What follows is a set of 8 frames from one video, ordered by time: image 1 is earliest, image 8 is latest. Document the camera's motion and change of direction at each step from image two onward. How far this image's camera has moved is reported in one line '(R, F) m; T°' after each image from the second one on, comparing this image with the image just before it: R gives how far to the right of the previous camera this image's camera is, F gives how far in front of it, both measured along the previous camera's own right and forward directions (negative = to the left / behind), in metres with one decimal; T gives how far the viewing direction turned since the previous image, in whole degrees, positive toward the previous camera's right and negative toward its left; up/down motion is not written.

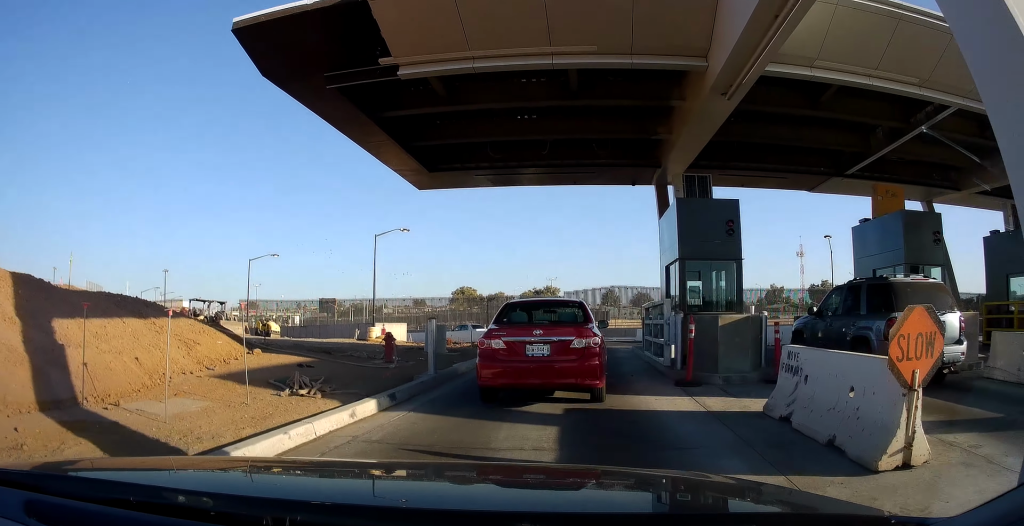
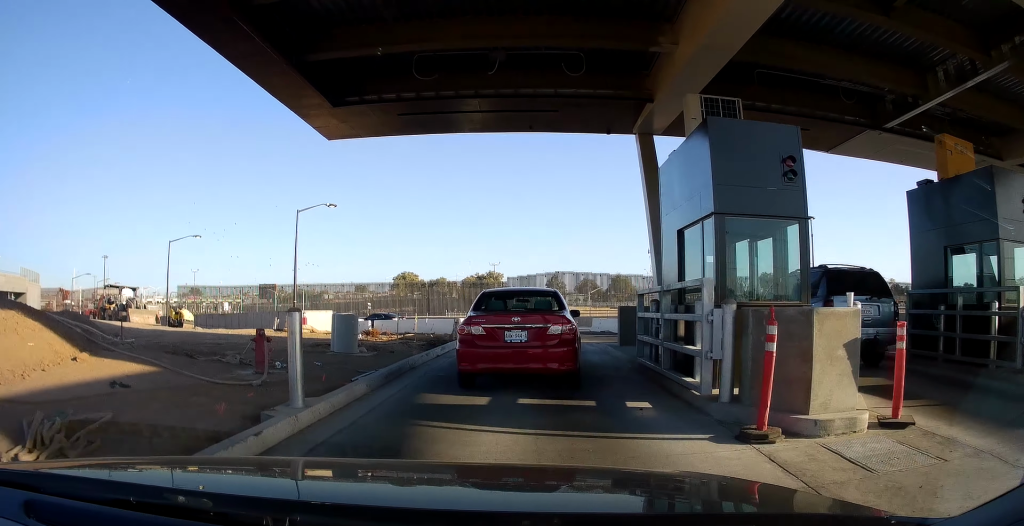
(+0.5, +4.7) m; +6°
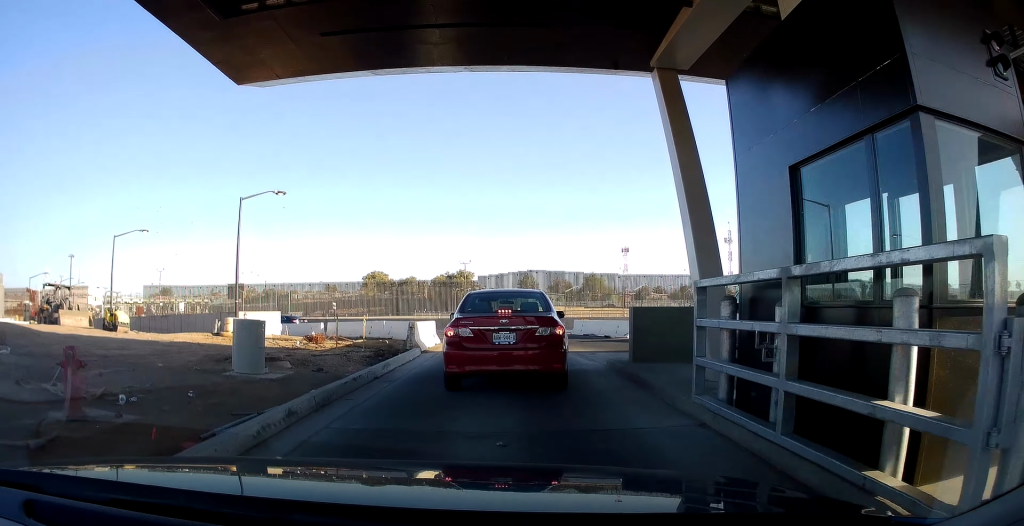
(0.0, +4.0) m; 0°
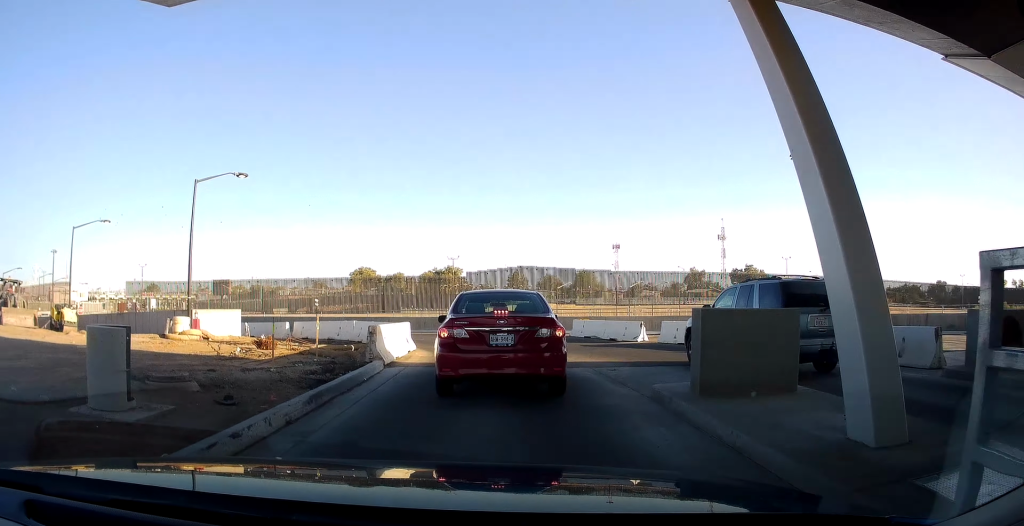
(0.0, +3.4) m; 0°
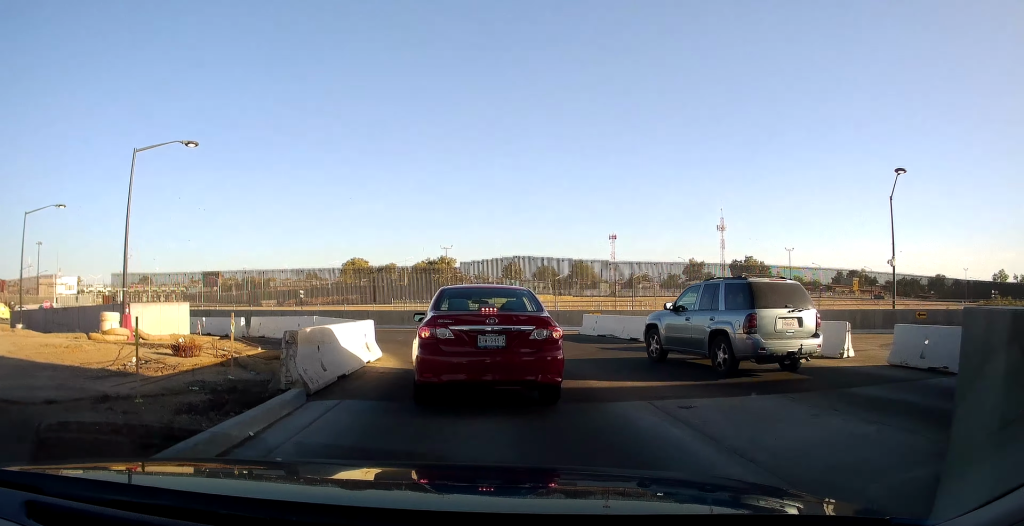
(0.0, +4.4) m; 0°
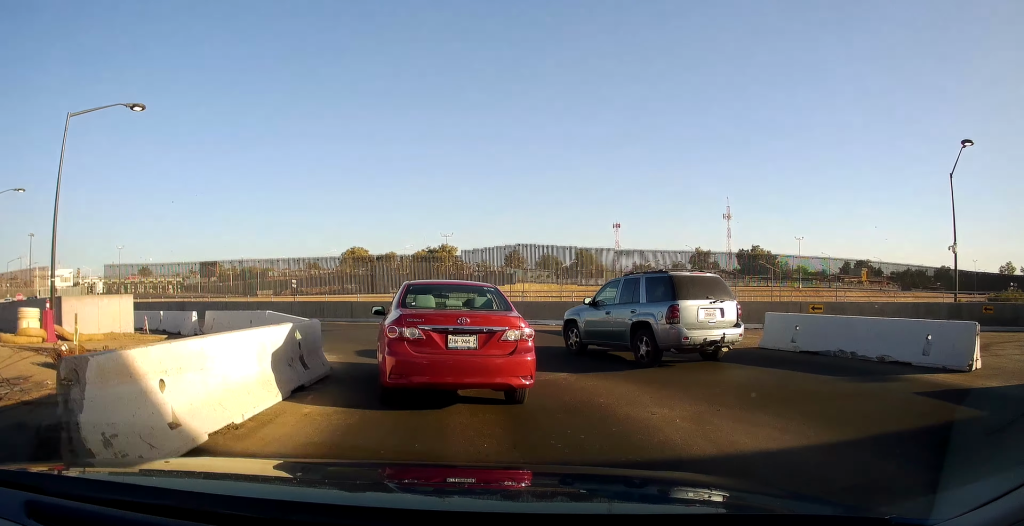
(0.0, +4.3) m; 0°
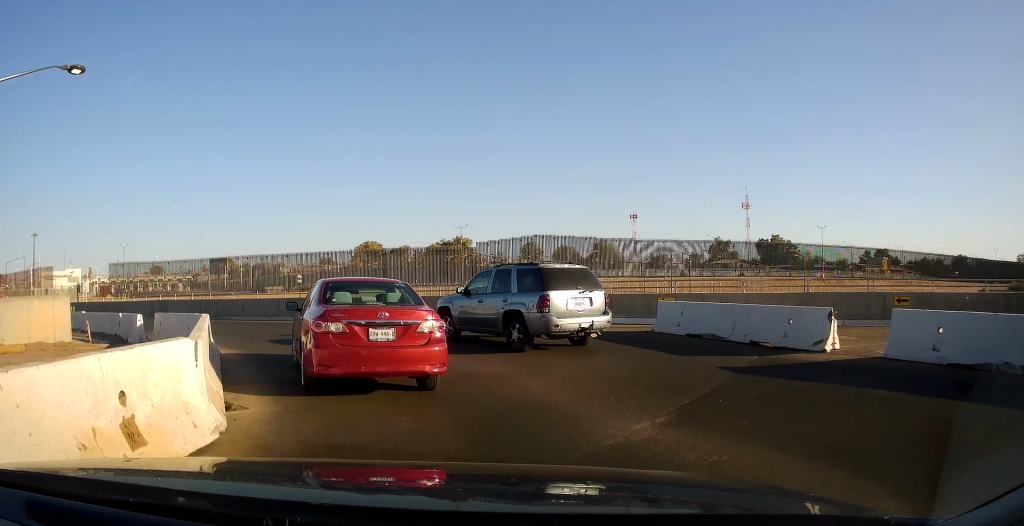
(0.0, +4.8) m; 0°
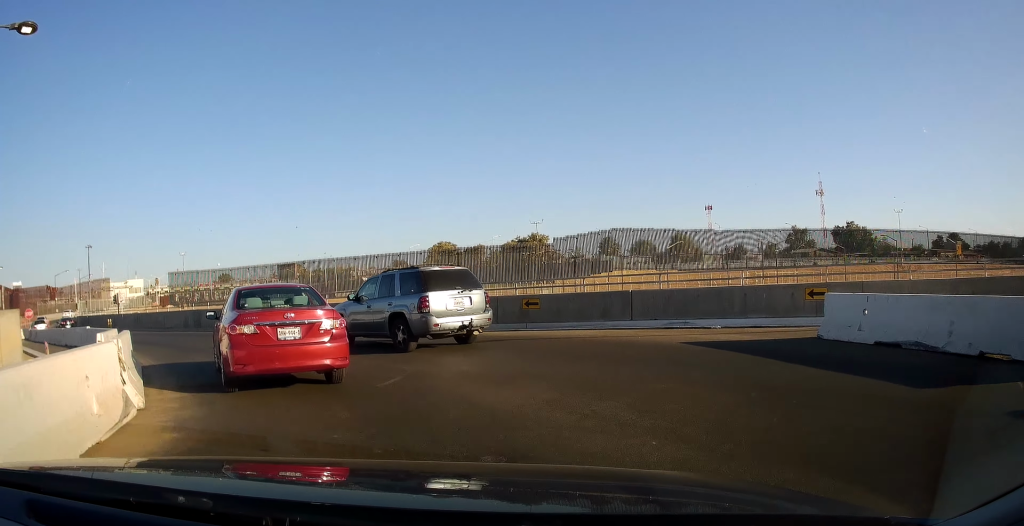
(0.0, +5.4) m; -13°
